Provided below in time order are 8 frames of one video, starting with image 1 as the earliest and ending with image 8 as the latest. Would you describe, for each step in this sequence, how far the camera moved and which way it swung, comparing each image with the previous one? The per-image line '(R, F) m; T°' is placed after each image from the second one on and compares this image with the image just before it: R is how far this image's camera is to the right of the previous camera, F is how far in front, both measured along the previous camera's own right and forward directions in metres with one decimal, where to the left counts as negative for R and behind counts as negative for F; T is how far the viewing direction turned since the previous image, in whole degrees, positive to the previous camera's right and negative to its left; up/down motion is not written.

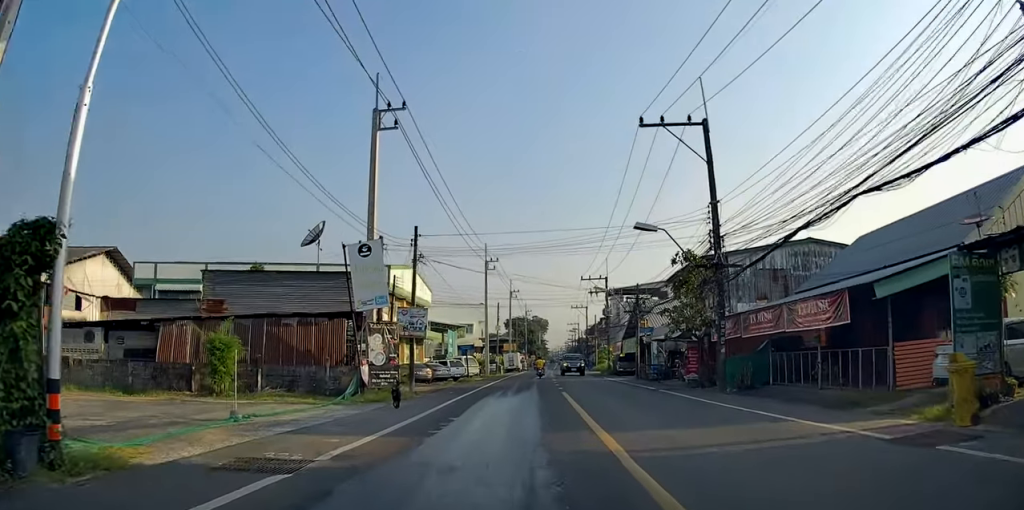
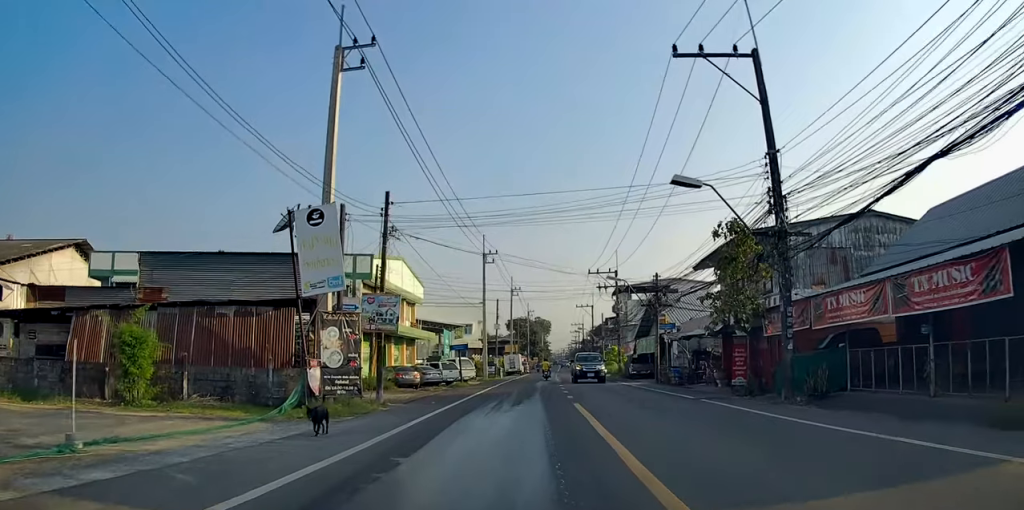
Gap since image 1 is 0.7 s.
(0.0, +5.2) m; 0°
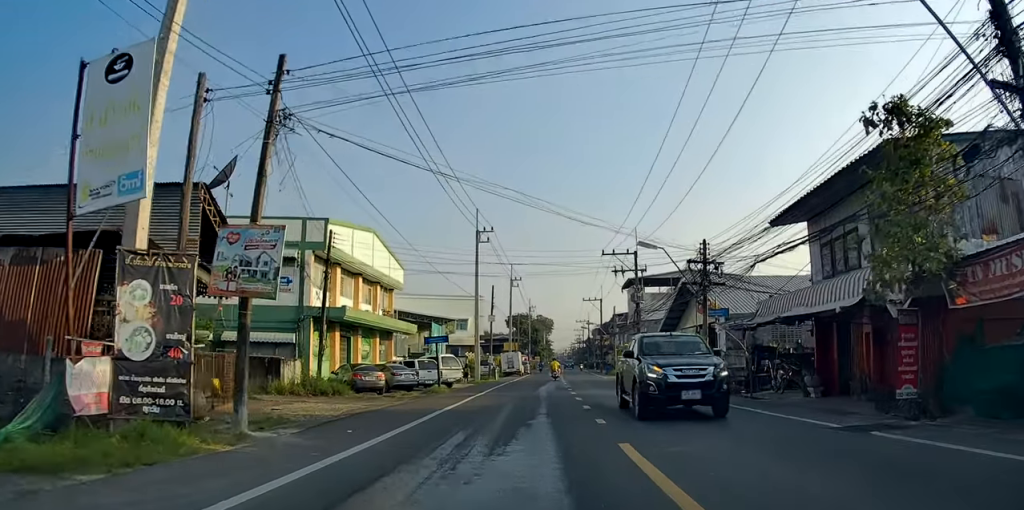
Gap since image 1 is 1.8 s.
(0.0, +9.2) m; -3°
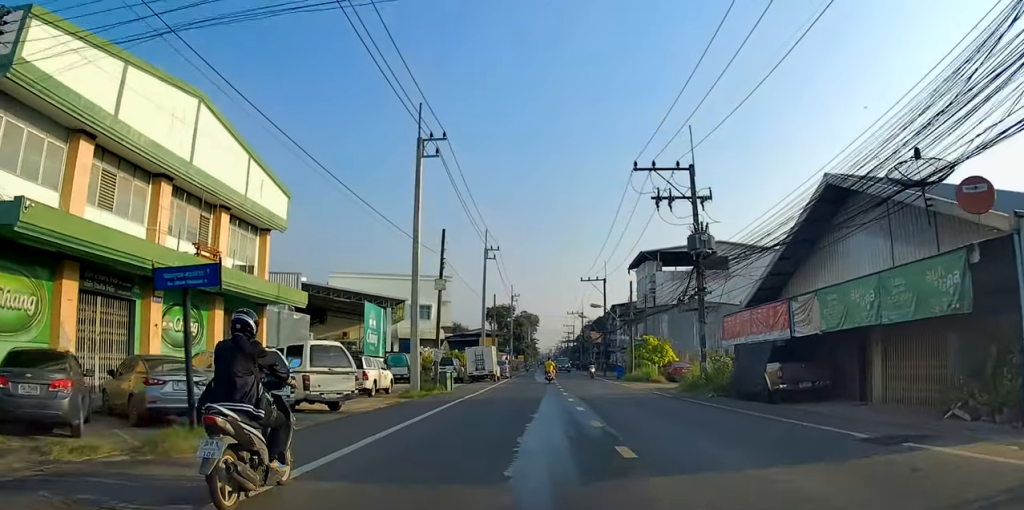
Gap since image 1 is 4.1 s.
(-0.6, +20.0) m; +3°
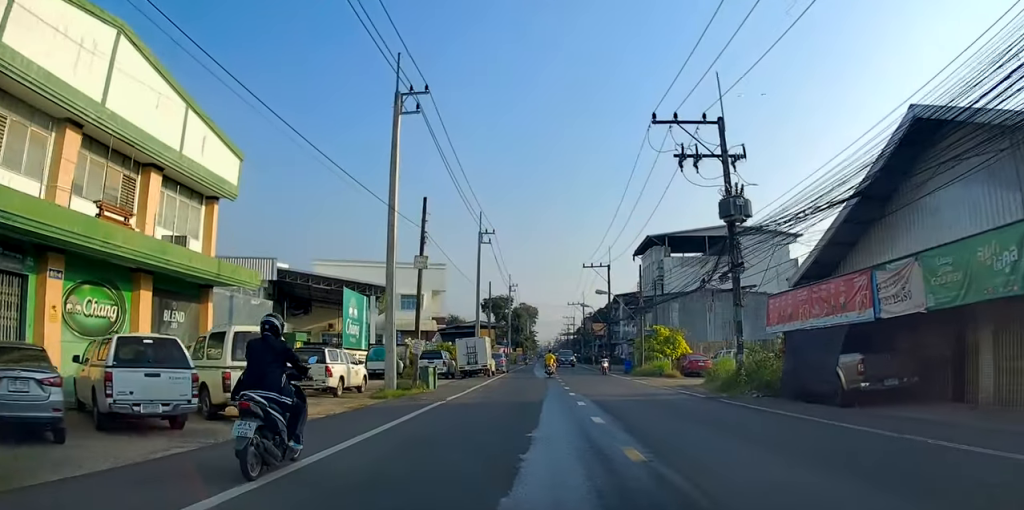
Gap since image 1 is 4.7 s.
(+0.1, +4.5) m; +1°
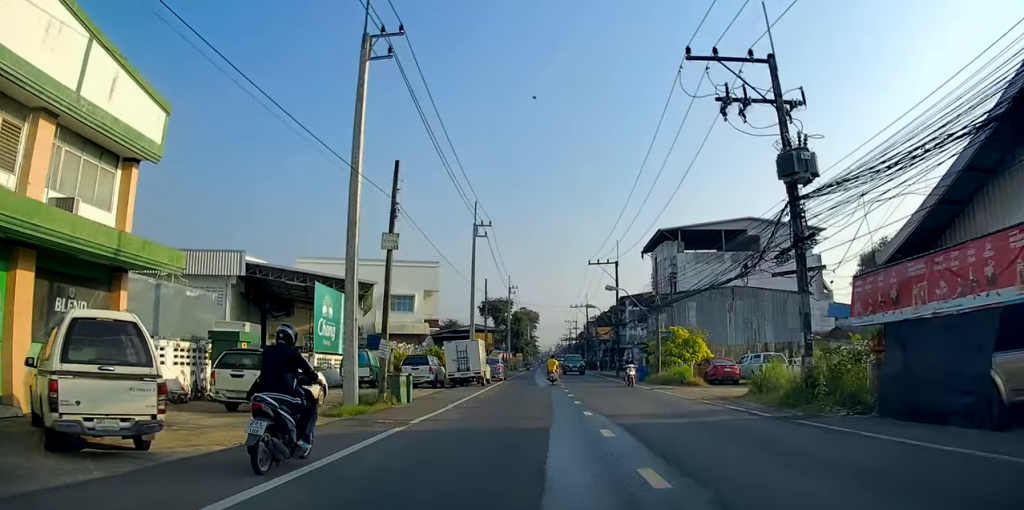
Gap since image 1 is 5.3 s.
(0.0, +5.3) m; 0°
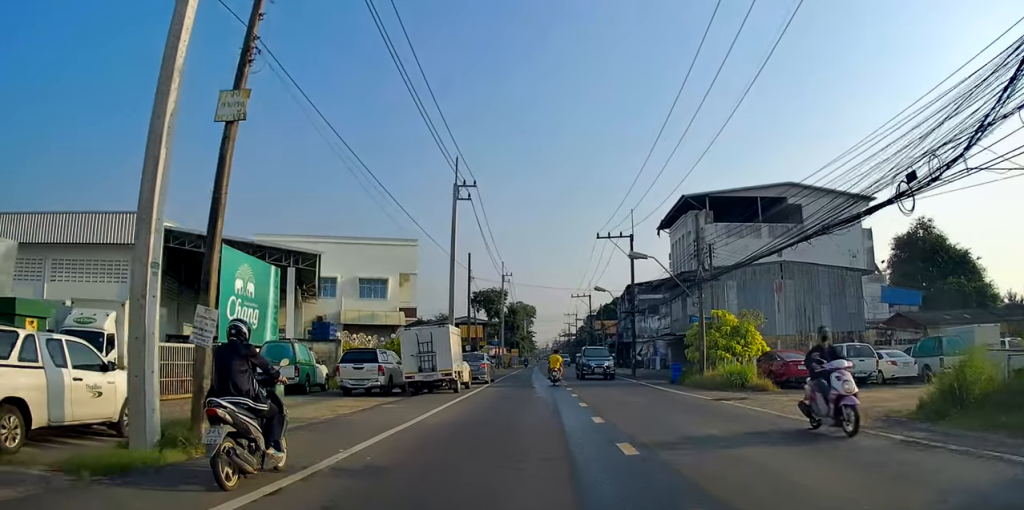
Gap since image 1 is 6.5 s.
(+0.1, +10.0) m; +2°
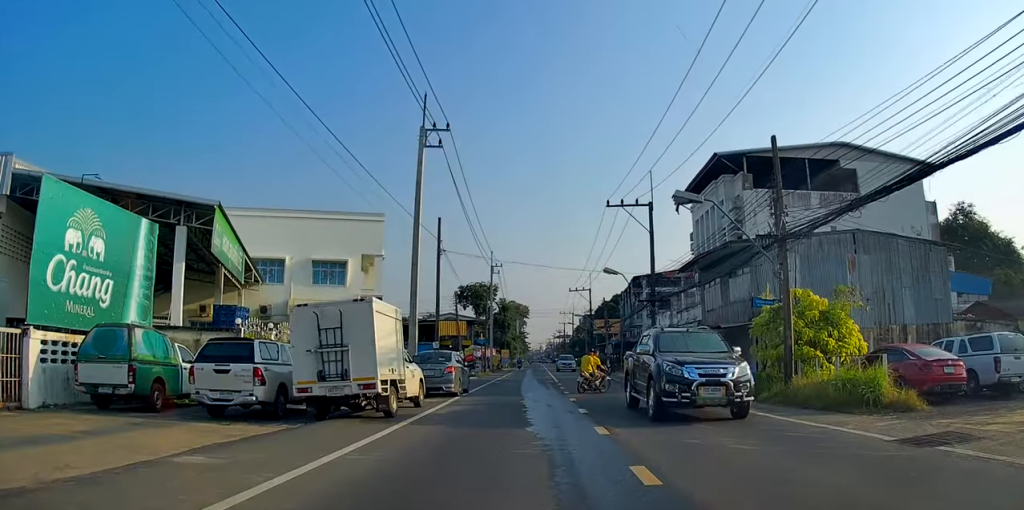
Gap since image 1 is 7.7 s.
(+0.2, +10.2) m; 0°
